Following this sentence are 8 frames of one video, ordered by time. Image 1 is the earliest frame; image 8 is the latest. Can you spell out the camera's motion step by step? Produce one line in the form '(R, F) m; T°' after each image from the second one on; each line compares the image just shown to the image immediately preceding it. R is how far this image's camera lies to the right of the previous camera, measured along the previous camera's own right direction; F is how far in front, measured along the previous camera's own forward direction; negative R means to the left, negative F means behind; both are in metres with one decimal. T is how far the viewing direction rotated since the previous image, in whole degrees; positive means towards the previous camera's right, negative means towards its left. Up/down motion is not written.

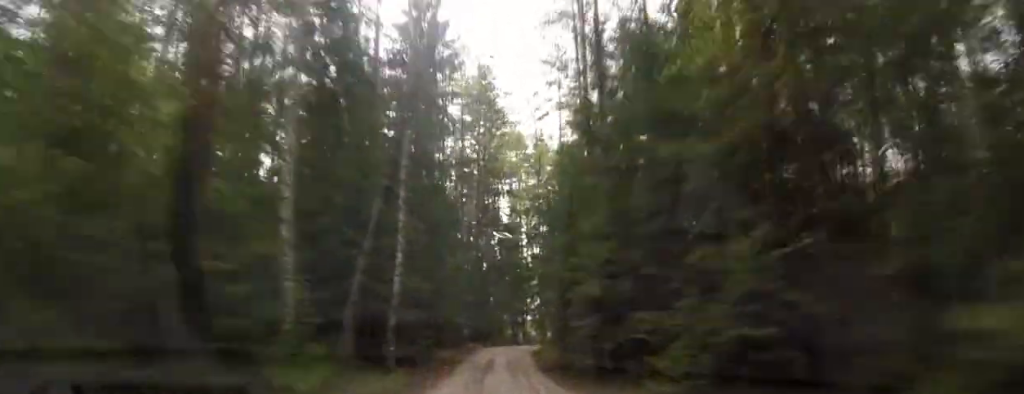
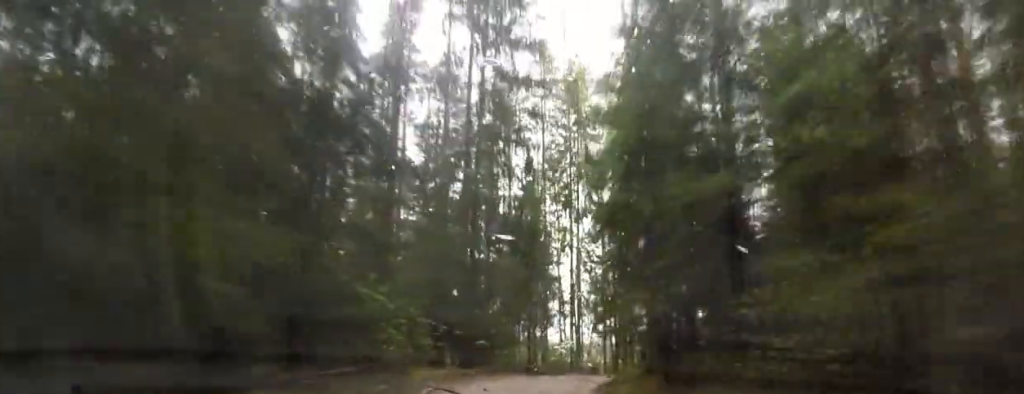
(-1.3, +25.1) m; -4°
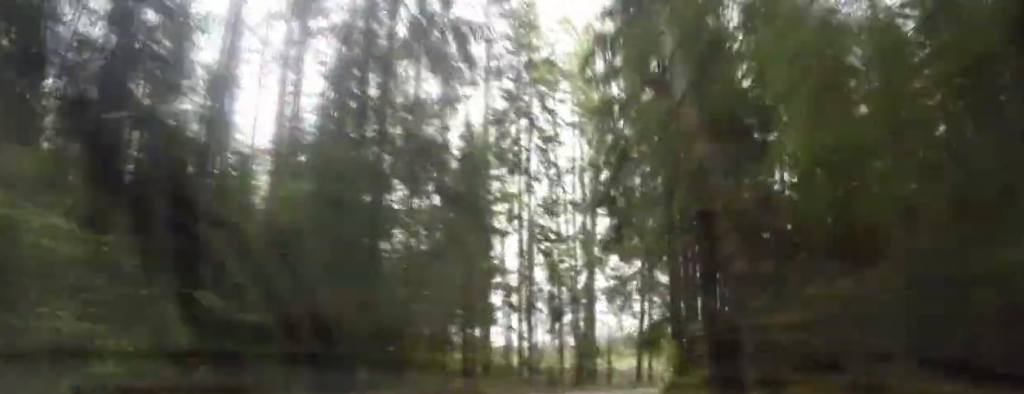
(+0.4, +11.3) m; -2°
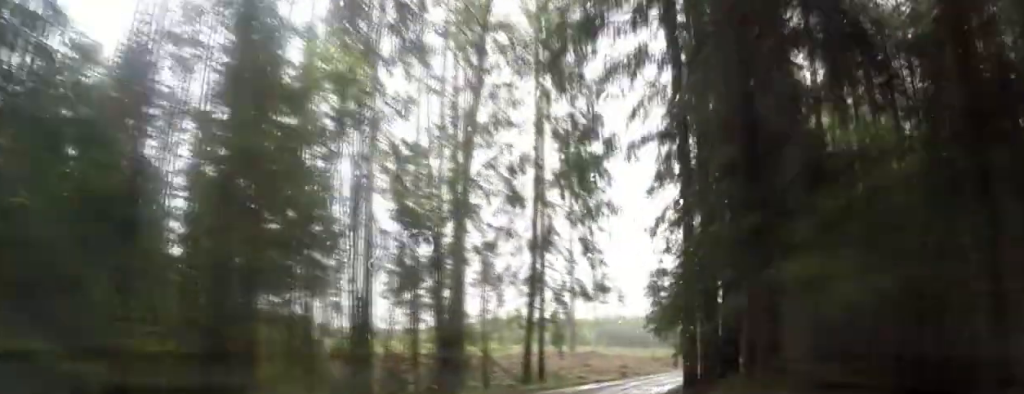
(-1.0, +14.1) m; 0°
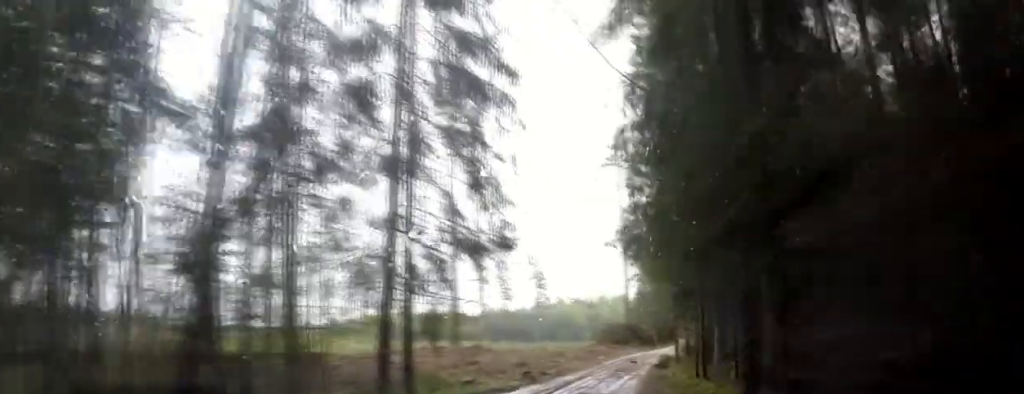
(+0.7, +11.9) m; +10°
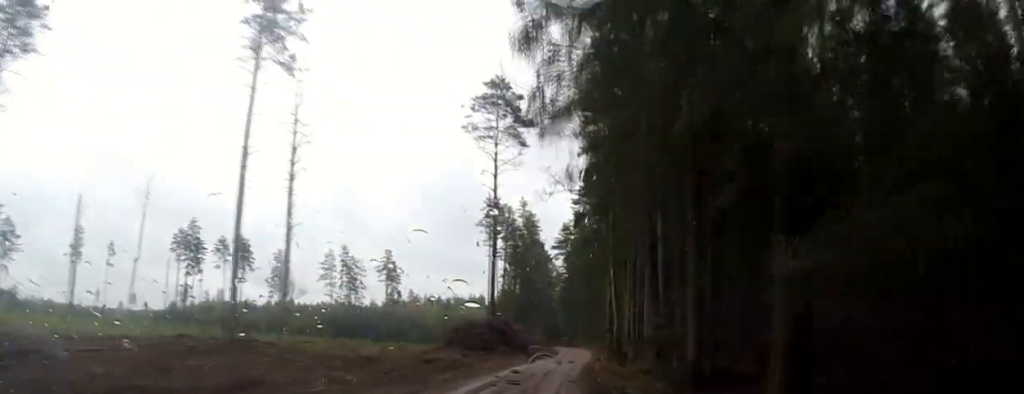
(+4.8, +23.1) m; +22°
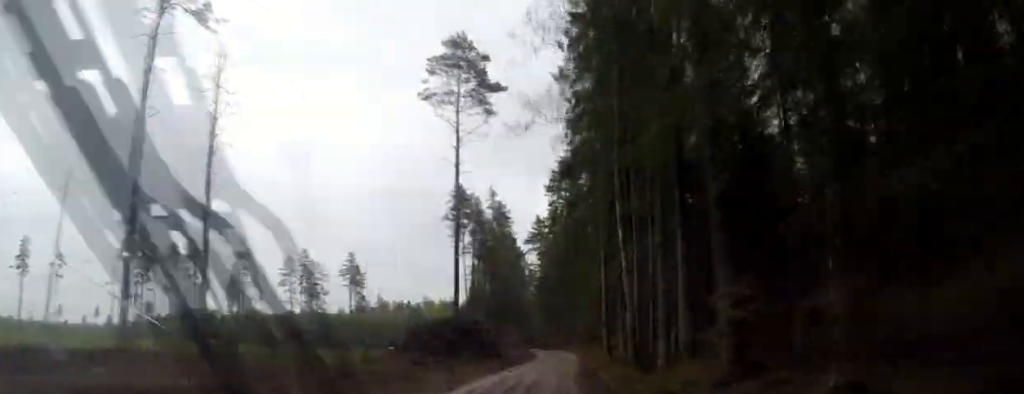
(+0.3, +10.1) m; +8°
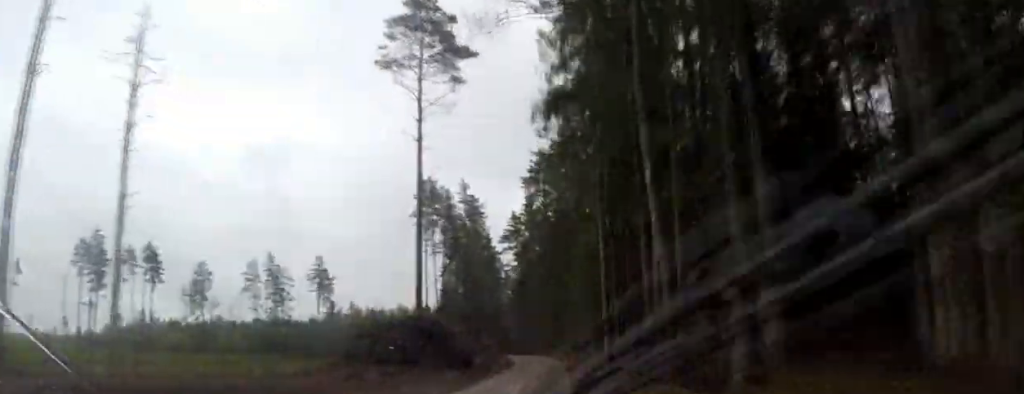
(+0.8, +7.8) m; 0°
